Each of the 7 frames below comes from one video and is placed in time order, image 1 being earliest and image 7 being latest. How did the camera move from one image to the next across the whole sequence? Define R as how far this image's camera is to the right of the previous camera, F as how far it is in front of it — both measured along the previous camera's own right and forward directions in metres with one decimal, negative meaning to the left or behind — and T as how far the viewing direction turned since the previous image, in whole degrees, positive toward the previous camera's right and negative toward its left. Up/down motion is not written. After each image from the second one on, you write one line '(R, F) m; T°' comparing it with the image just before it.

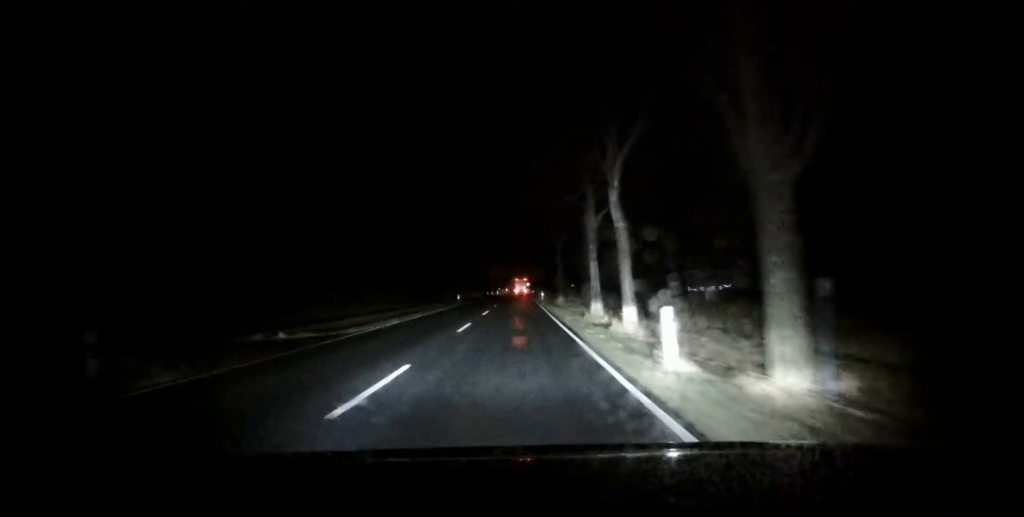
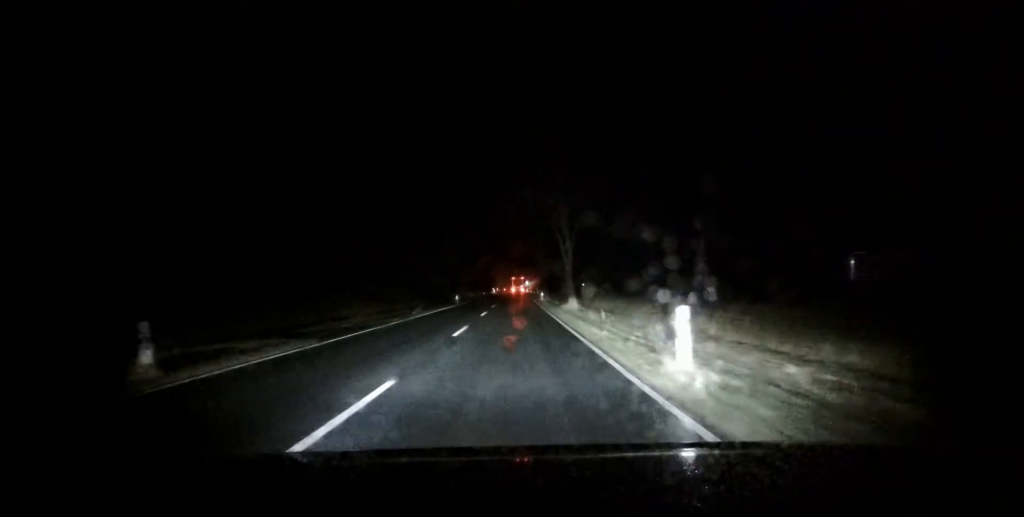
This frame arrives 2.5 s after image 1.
(-0.2, +50.1) m; +1°
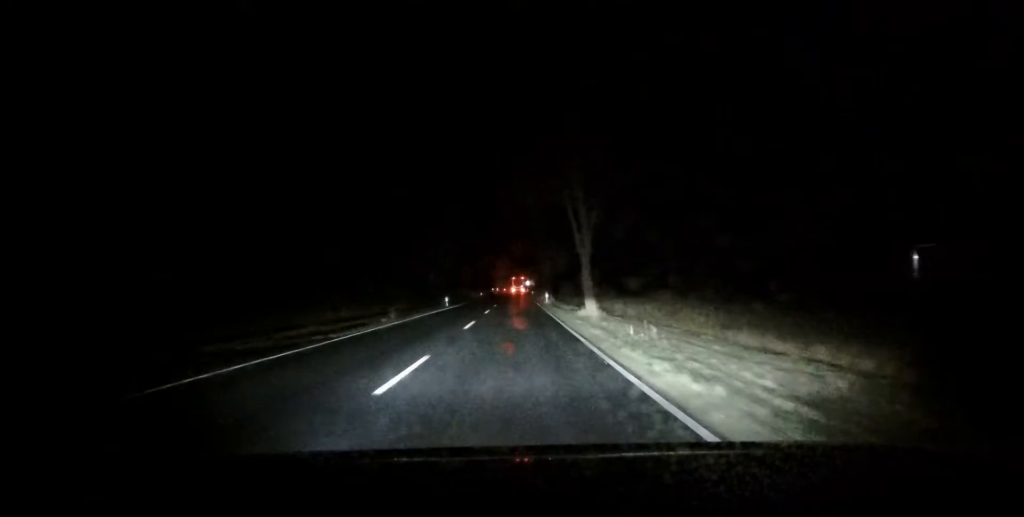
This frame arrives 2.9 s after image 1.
(0.0, +8.8) m; 0°
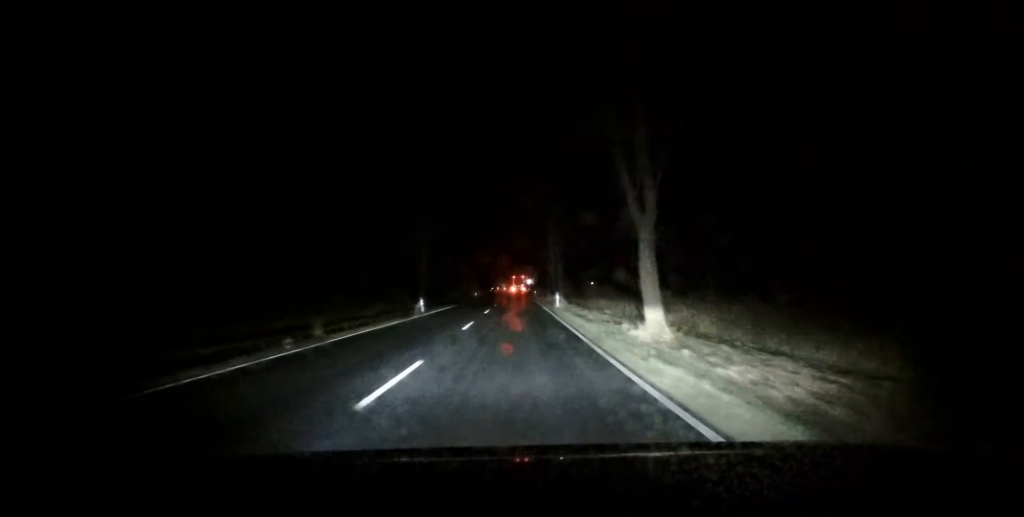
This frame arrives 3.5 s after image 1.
(0.0, +12.9) m; 0°
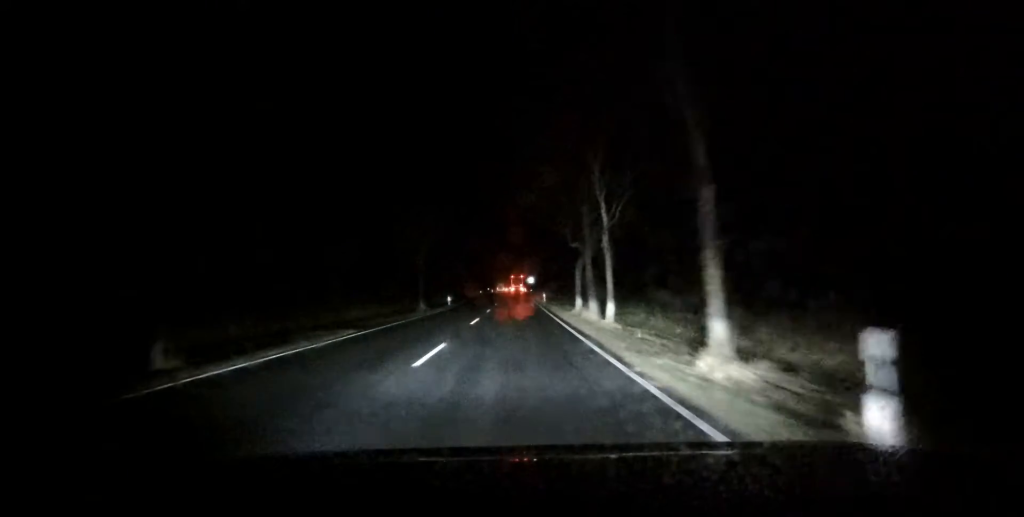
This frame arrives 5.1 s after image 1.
(-0.4, +32.6) m; -1°
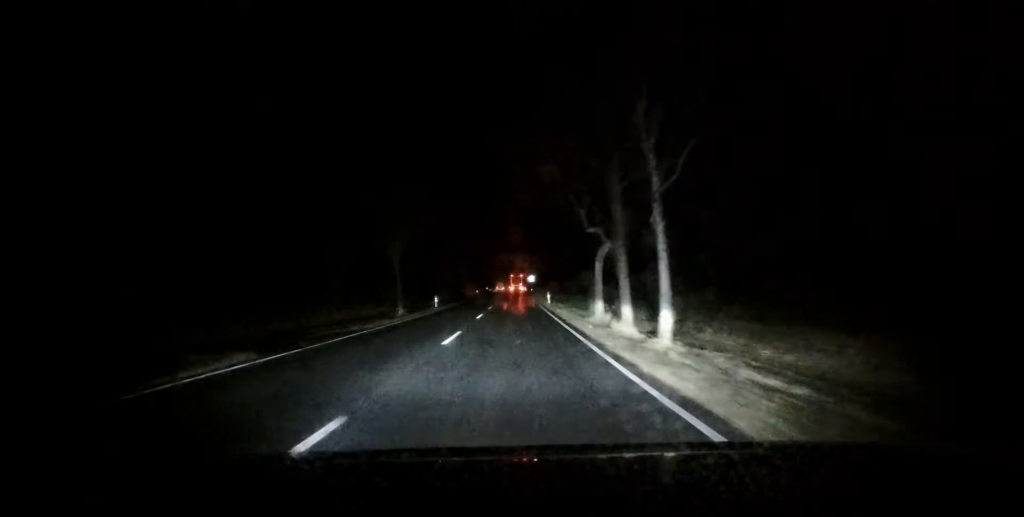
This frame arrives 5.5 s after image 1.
(0.0, +8.2) m; 0°
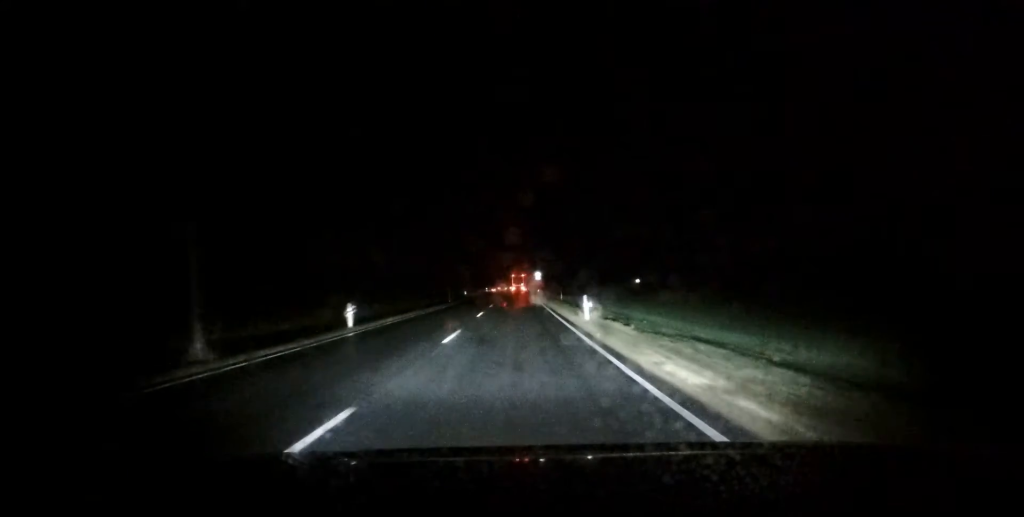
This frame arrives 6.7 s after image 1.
(+0.3, +24.1) m; 0°
